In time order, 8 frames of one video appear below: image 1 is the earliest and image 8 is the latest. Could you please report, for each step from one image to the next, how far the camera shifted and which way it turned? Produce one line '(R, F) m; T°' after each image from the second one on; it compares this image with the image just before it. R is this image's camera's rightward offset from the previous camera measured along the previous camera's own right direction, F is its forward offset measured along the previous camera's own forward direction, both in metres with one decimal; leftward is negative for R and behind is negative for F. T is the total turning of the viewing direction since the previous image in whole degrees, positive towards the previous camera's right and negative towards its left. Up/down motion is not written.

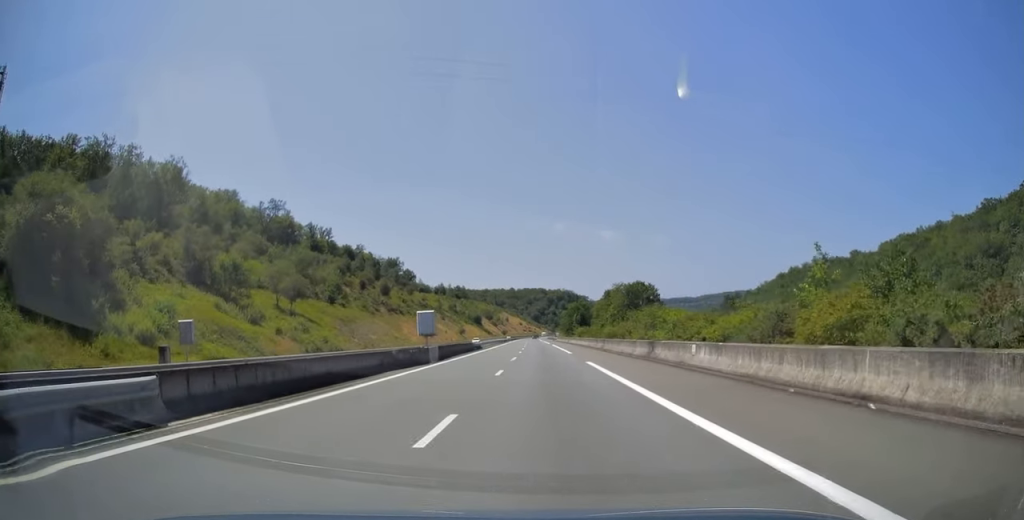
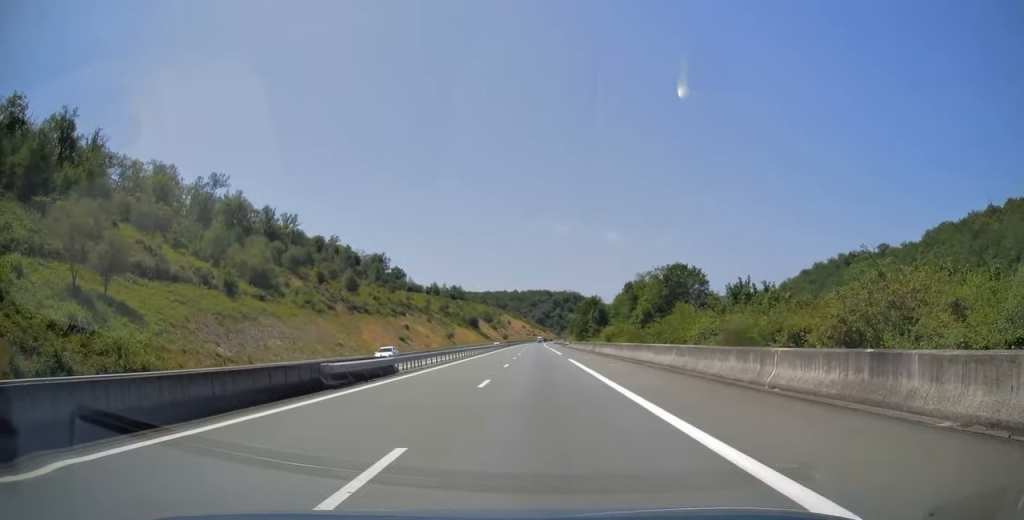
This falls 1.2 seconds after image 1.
(-0.4, +41.7) m; -1°
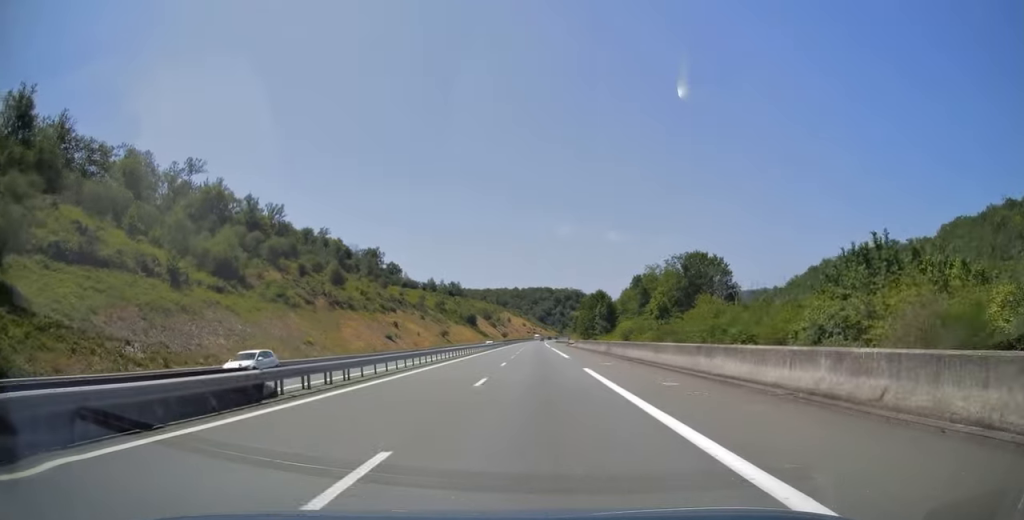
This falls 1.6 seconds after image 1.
(-0.1, +13.3) m; 0°
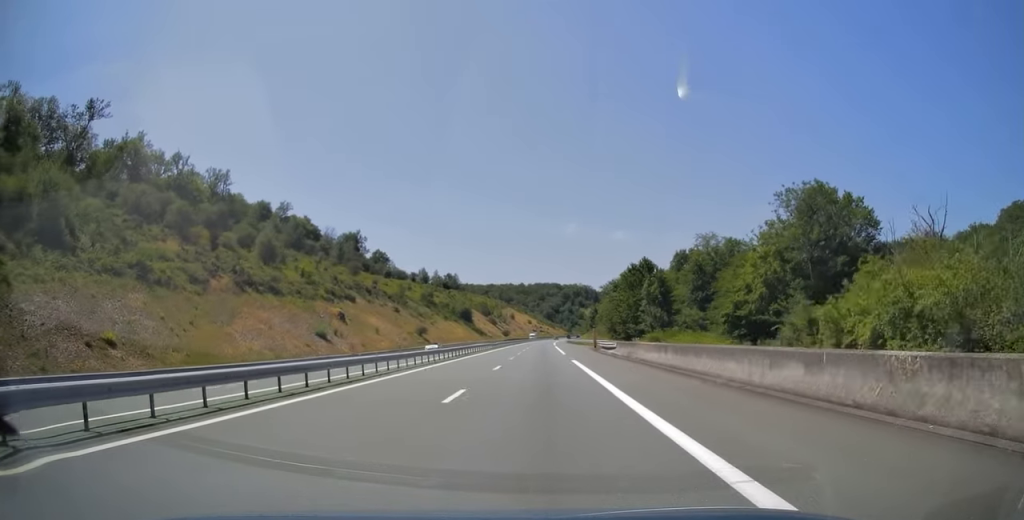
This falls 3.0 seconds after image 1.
(0.0, +43.7) m; 0°
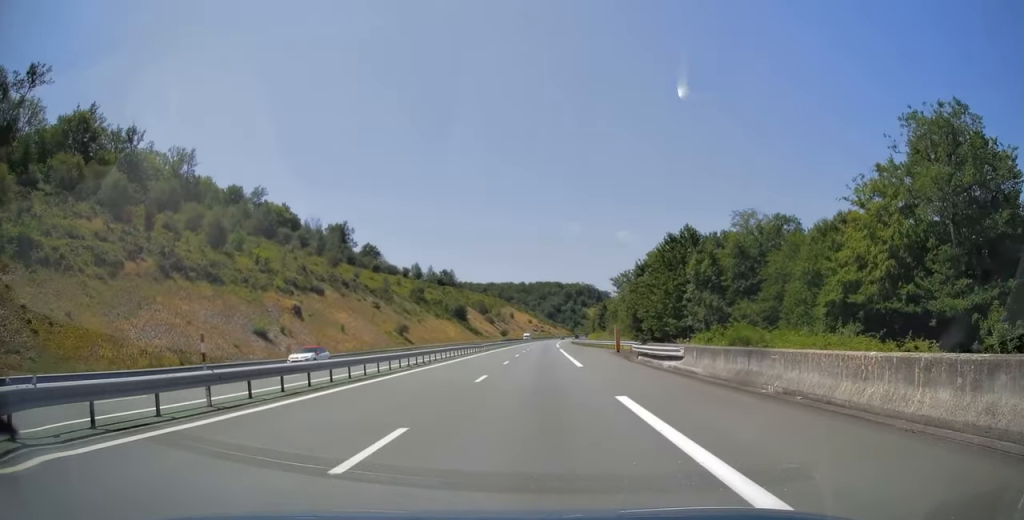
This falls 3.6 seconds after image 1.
(0.0, +19.8) m; 0°
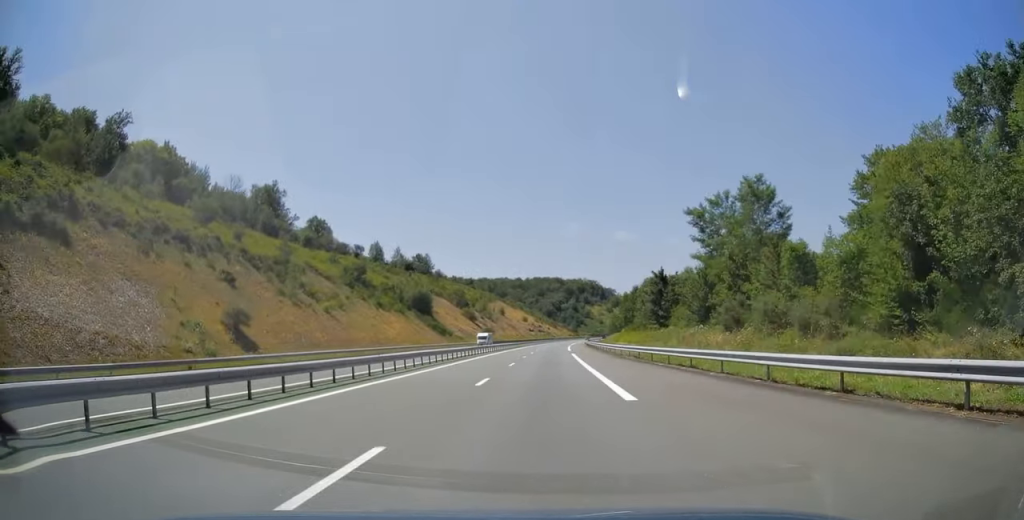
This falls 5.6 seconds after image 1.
(-0.4, +66.3) m; 0°
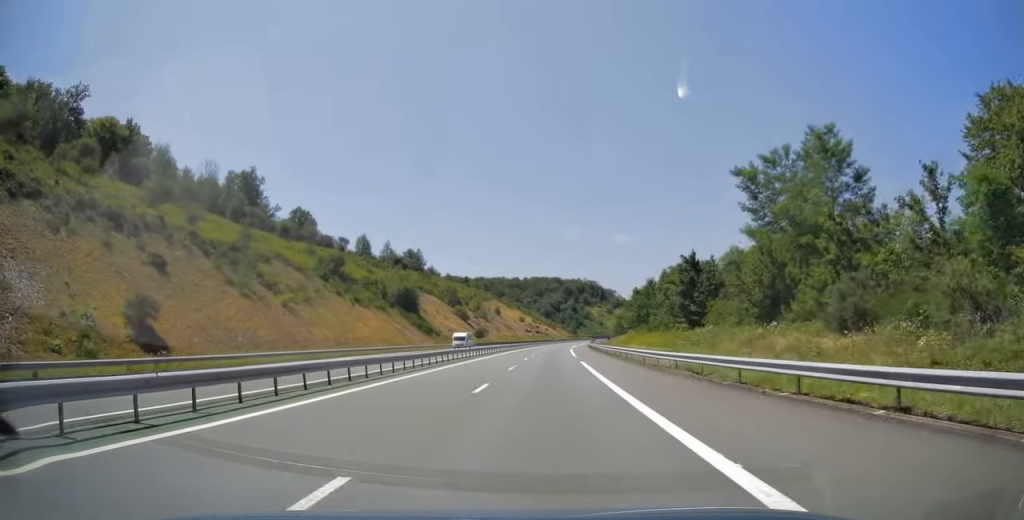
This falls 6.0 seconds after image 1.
(0.0, +14.7) m; 0°
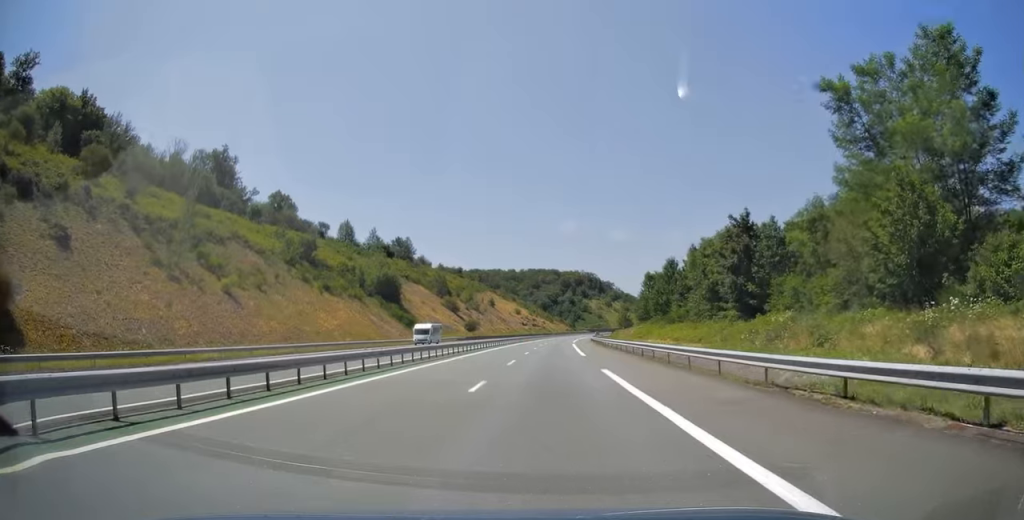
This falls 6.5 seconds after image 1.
(0.0, +14.6) m; 0°
